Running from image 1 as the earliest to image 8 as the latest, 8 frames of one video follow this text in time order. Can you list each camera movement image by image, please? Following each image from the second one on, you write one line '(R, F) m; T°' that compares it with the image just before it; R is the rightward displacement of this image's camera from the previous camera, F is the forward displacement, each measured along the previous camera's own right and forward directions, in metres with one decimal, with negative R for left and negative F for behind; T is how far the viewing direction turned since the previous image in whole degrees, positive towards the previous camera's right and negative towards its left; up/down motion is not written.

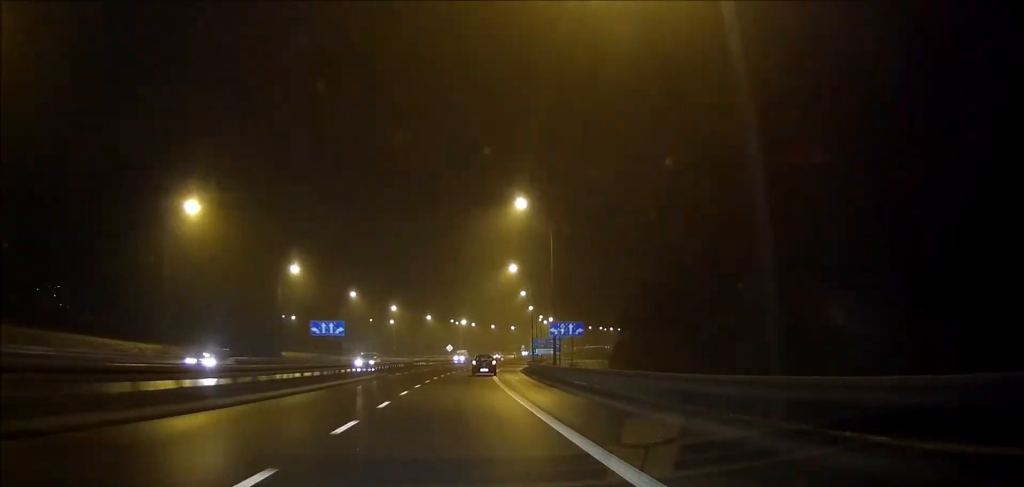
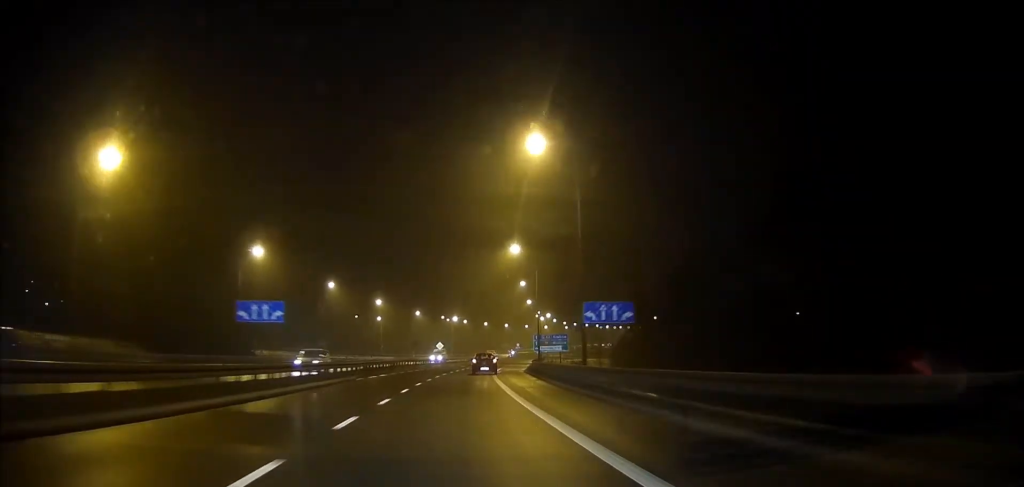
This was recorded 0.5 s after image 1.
(0.0, +10.2) m; 0°
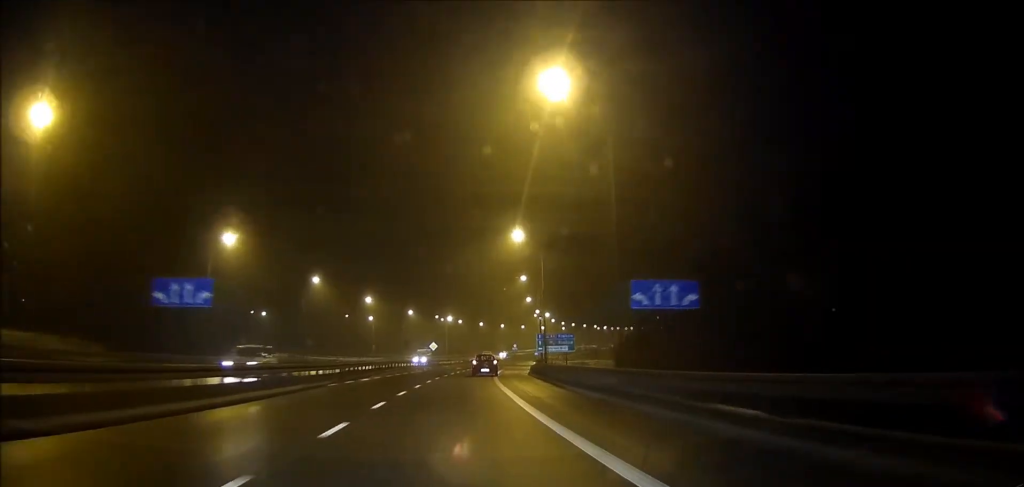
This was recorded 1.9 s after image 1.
(0.0, +26.0) m; 0°
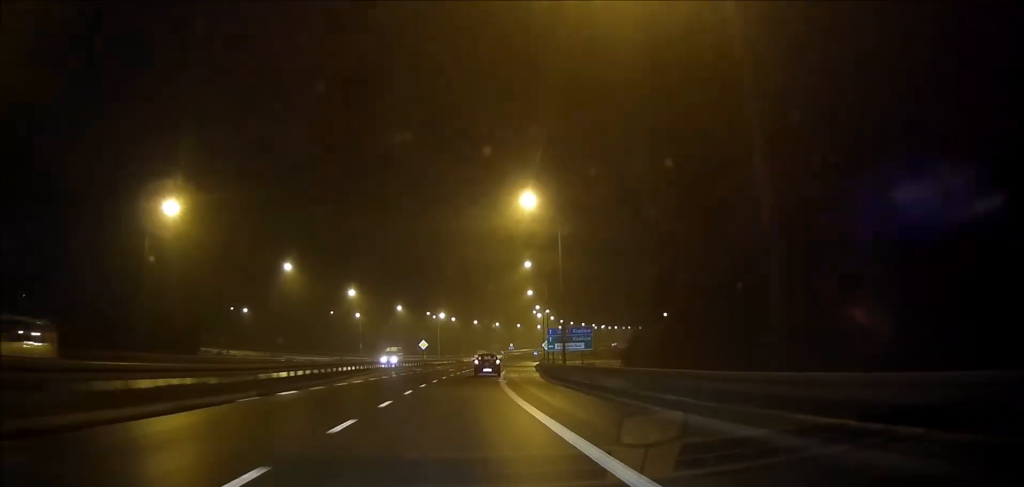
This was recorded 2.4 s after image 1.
(0.0, +10.0) m; 0°
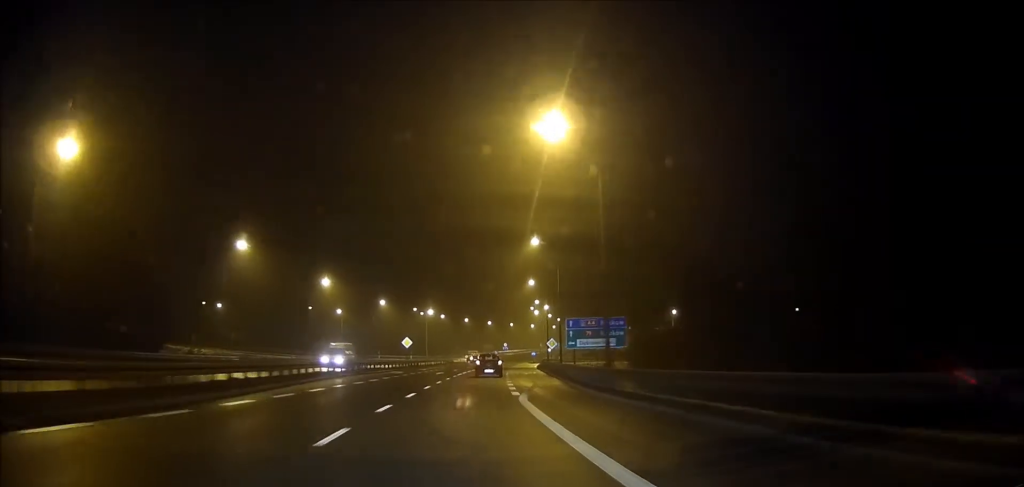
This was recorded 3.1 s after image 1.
(0.0, +11.9) m; 0°
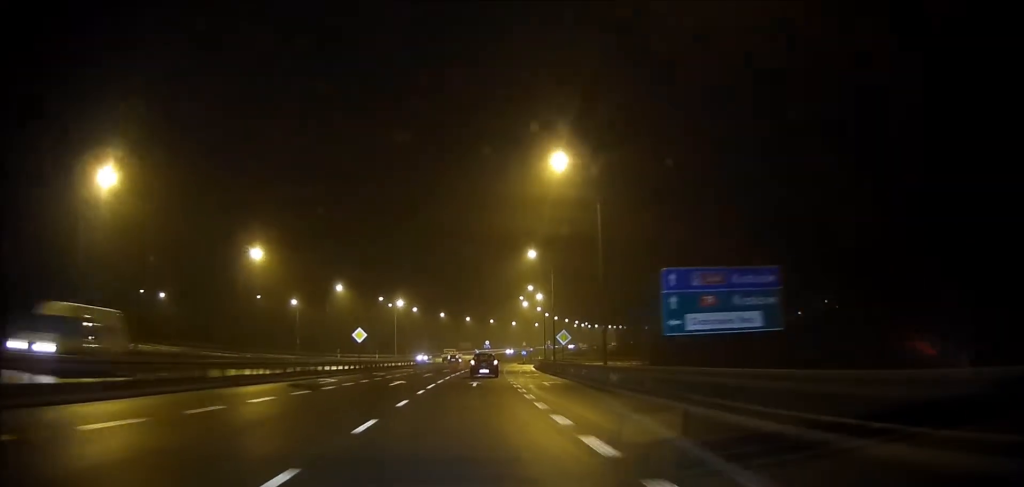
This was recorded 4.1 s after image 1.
(0.0, +20.0) m; 0°
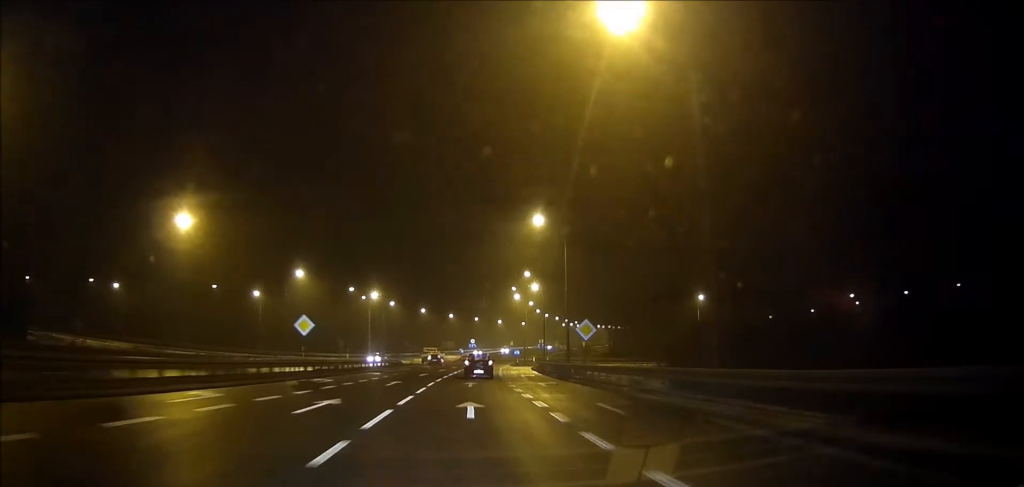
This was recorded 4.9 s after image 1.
(0.0, +13.7) m; 0°
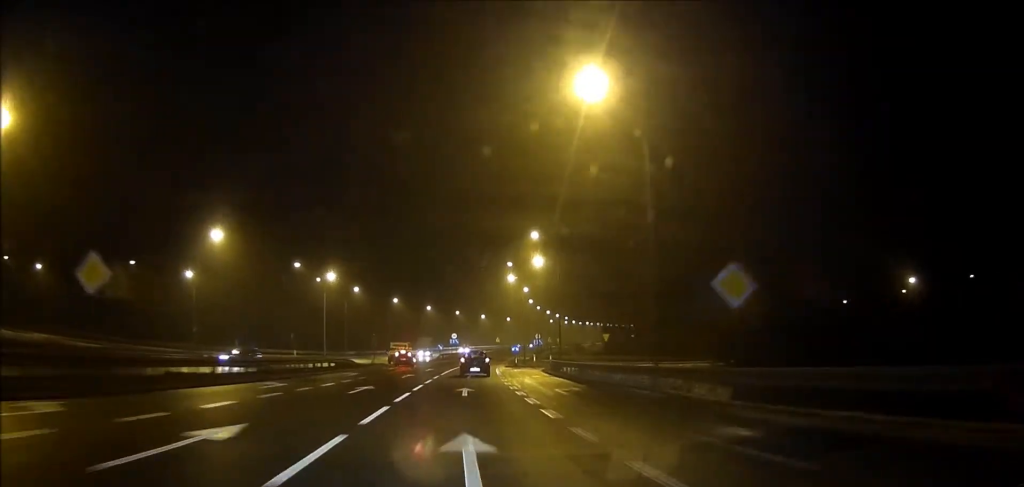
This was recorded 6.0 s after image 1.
(0.0, +20.7) m; 0°
